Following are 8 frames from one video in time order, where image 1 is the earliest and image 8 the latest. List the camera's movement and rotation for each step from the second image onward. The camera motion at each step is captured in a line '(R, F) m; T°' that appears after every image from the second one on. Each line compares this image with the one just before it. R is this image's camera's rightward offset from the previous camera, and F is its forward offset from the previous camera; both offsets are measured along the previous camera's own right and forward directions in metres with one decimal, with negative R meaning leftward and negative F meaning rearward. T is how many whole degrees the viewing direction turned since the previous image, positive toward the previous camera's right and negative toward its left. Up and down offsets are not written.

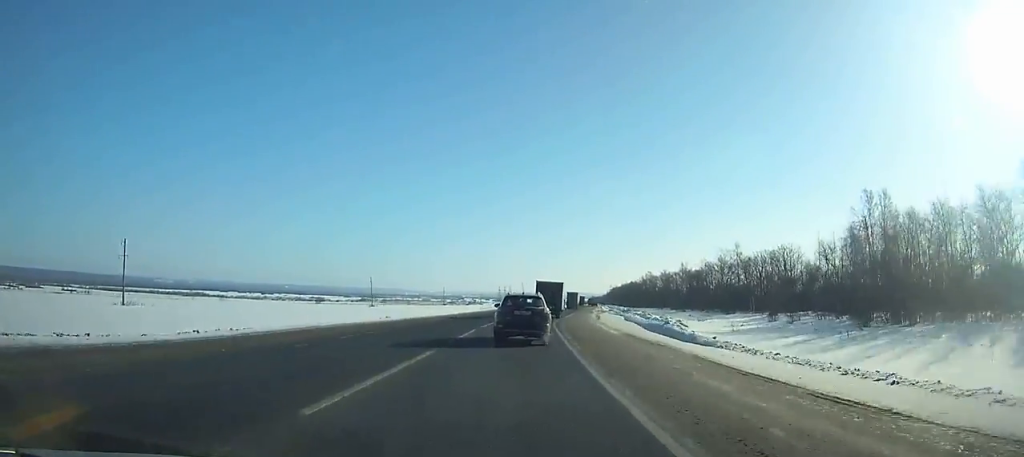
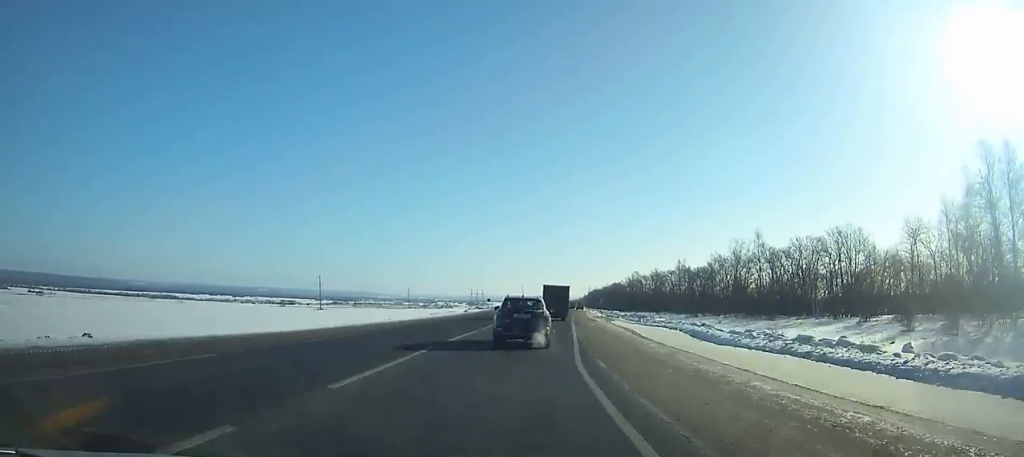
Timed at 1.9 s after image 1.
(+0.3, +34.1) m; +2°
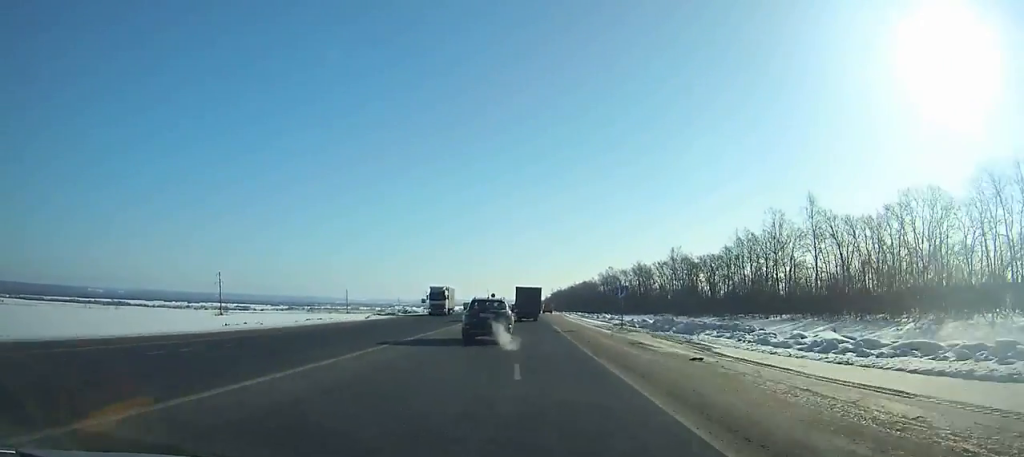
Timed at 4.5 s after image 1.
(+1.5, +47.7) m; +2°
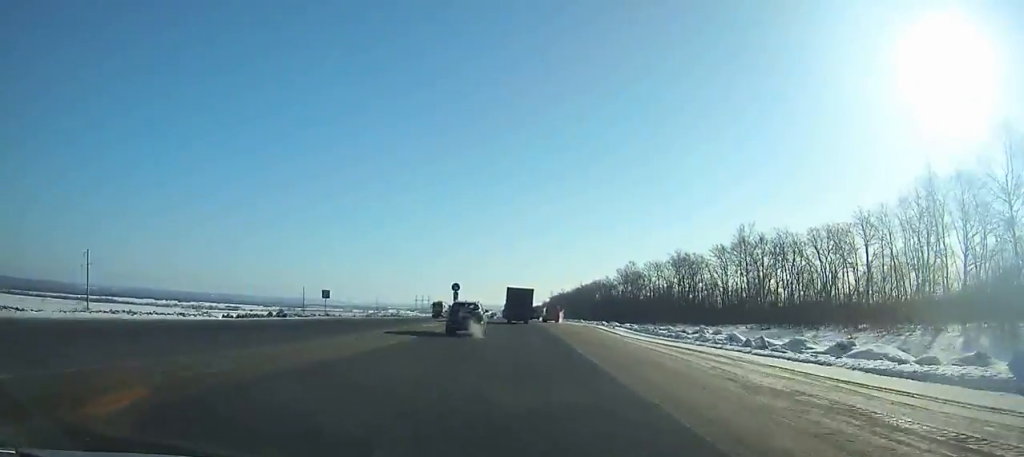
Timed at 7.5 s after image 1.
(+1.2, +58.1) m; +1°
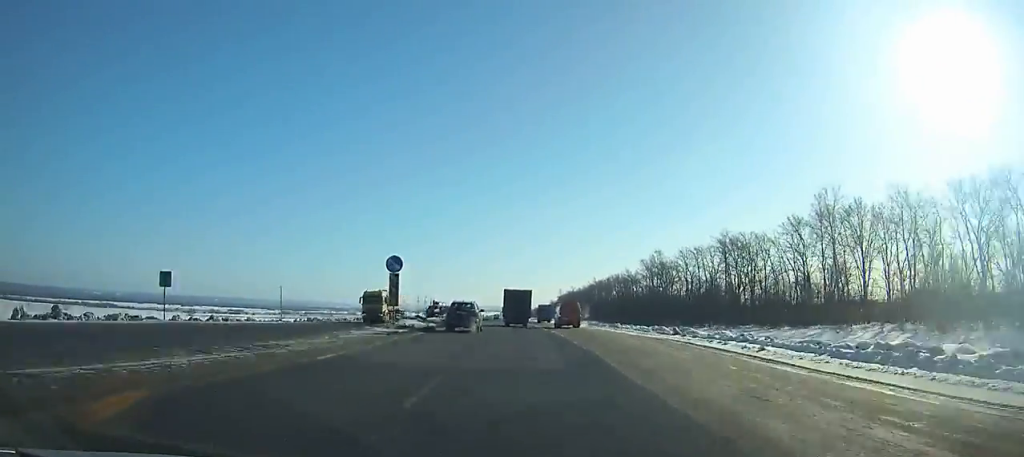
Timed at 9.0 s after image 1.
(+0.1, +30.9) m; 0°
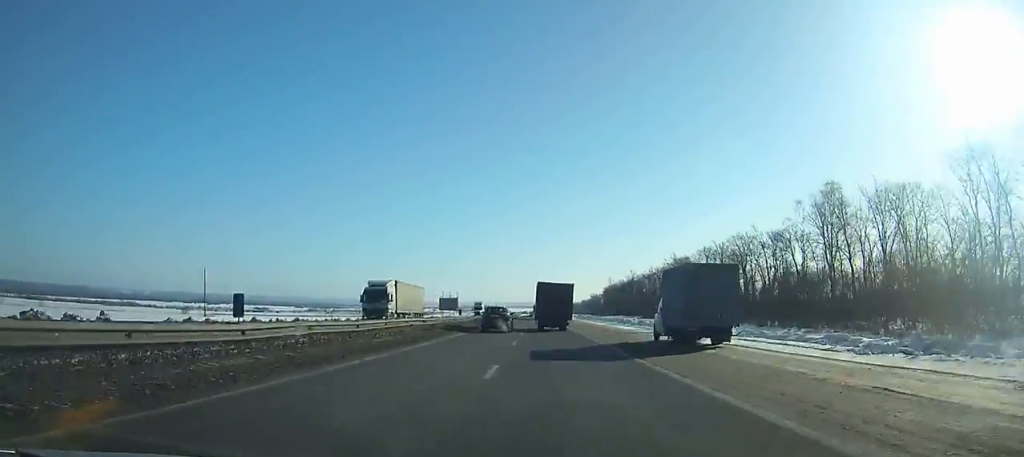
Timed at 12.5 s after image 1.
(-1.1, +78.4) m; -2°
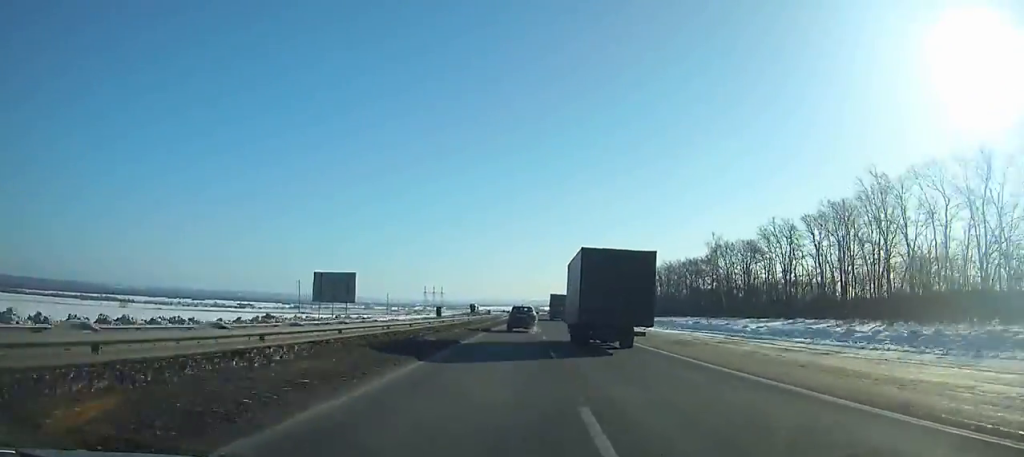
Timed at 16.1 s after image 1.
(-1.0, +89.7) m; 0°
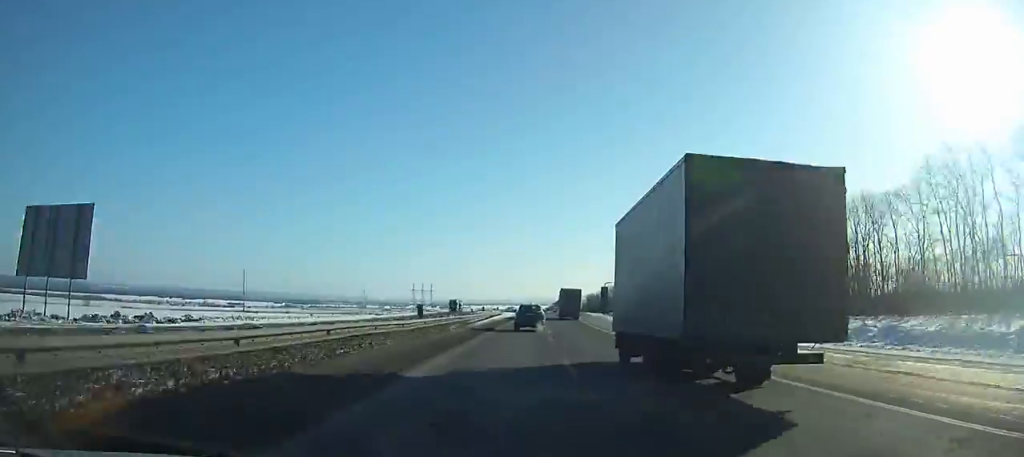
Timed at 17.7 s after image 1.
(-0.1, +42.1) m; +1°
